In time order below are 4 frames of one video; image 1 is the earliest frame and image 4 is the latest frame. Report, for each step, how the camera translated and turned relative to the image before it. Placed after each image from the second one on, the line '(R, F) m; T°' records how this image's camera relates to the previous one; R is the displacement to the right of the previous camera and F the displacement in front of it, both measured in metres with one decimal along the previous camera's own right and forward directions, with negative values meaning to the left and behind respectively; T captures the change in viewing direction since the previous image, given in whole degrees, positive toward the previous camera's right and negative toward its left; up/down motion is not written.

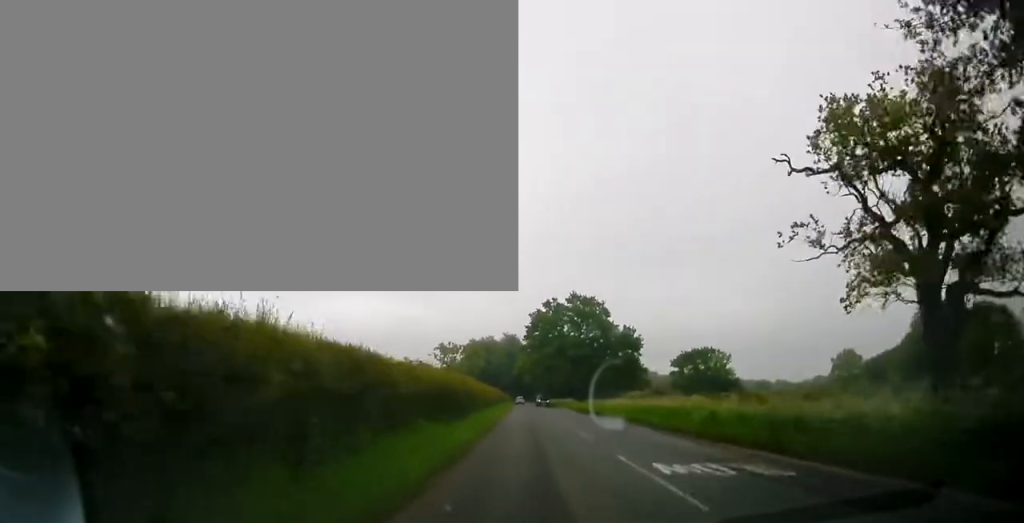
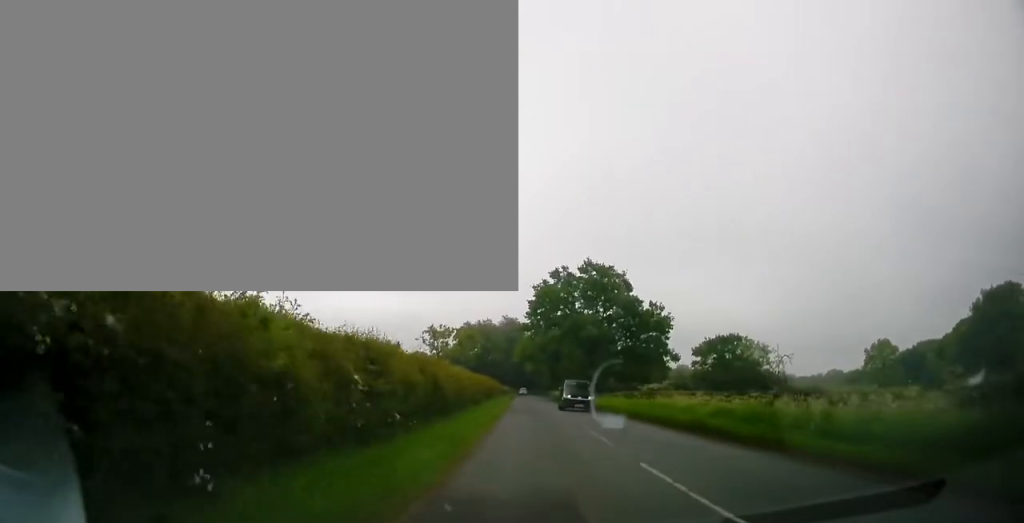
(+0.5, +19.2) m; +1°
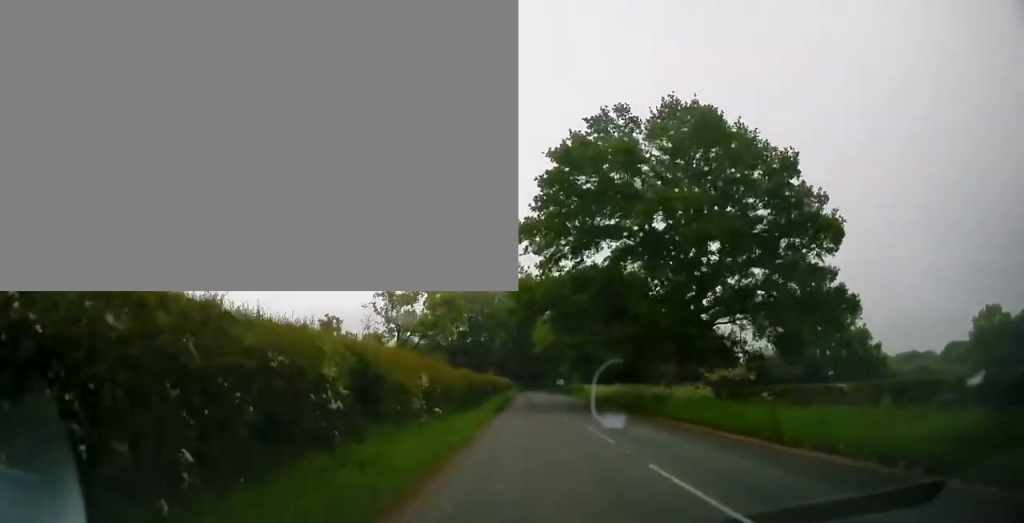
(-0.7, +44.9) m; -2°
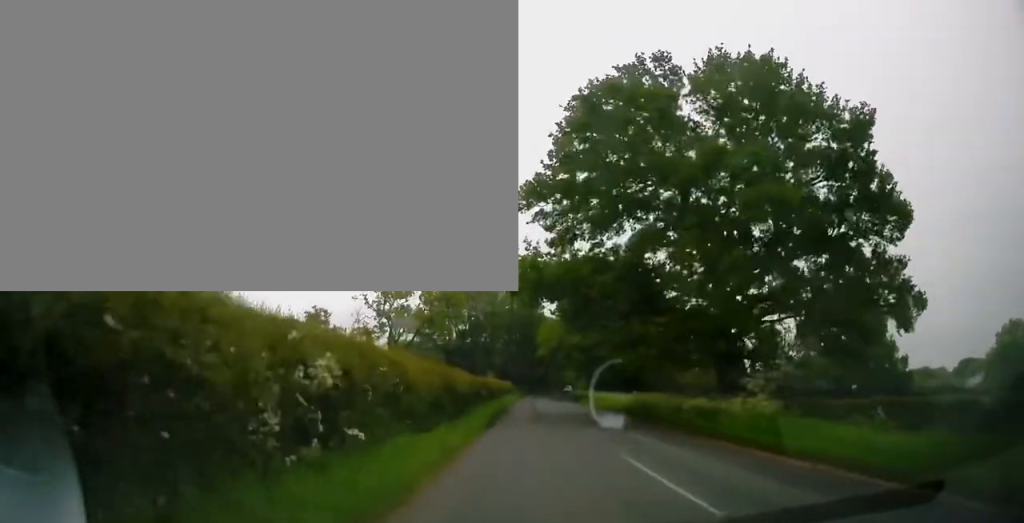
(-0.1, +7.1) m; 0°
